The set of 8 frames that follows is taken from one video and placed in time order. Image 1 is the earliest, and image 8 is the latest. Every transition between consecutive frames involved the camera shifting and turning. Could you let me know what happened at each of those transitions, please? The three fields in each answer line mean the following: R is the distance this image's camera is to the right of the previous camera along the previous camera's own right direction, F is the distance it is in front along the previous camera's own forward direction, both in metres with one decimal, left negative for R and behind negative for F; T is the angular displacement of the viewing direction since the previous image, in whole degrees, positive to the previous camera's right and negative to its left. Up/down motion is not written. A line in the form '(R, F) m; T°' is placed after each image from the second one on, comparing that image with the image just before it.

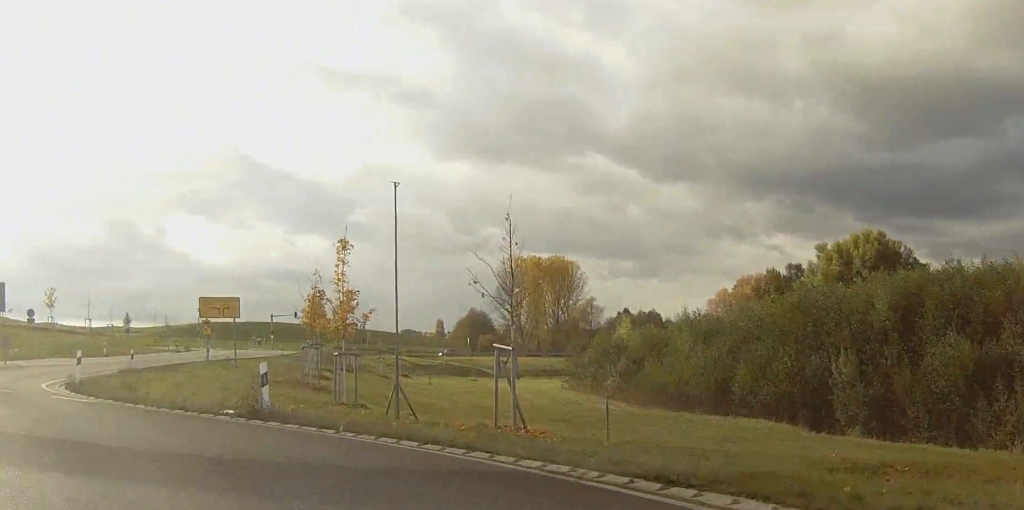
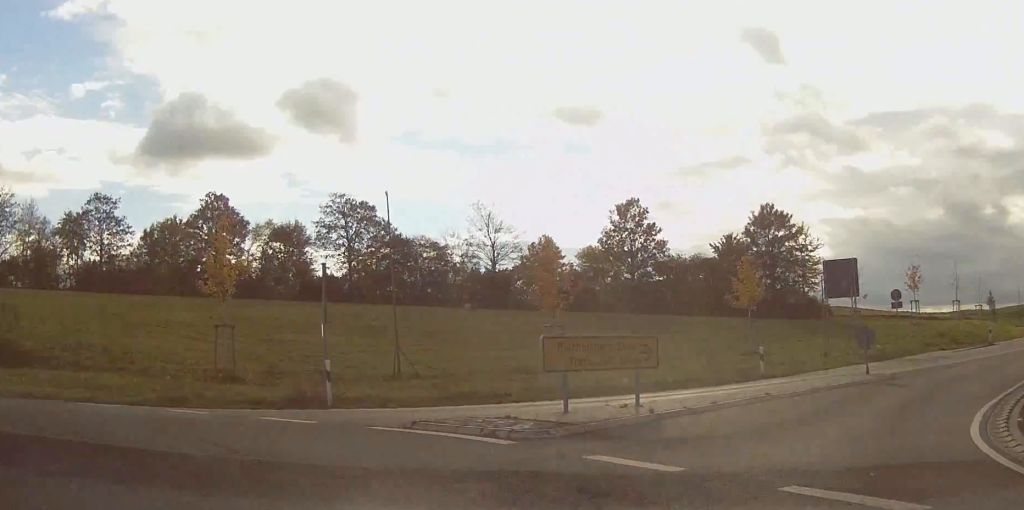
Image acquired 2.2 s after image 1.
(-5.7, +12.0) m; -56°
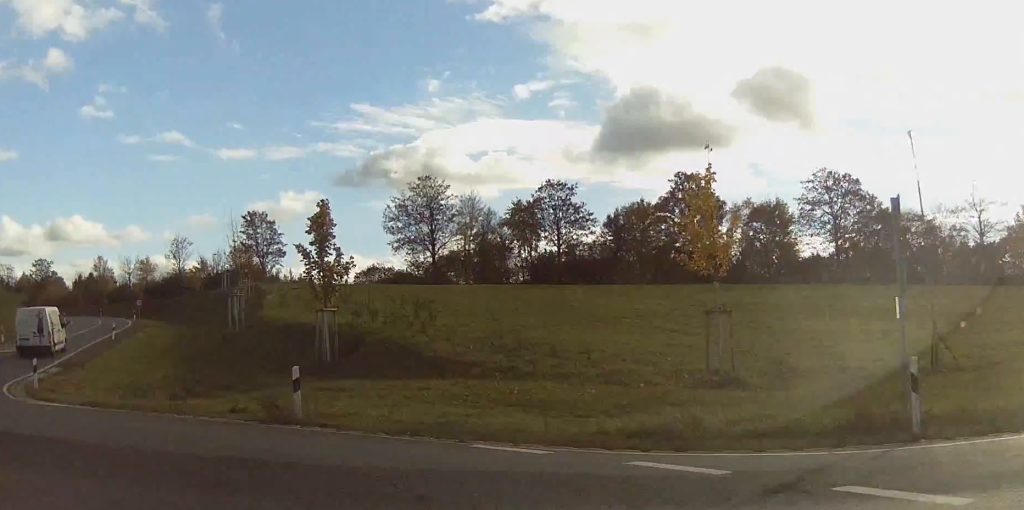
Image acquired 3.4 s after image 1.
(-2.1, +7.4) m; -33°
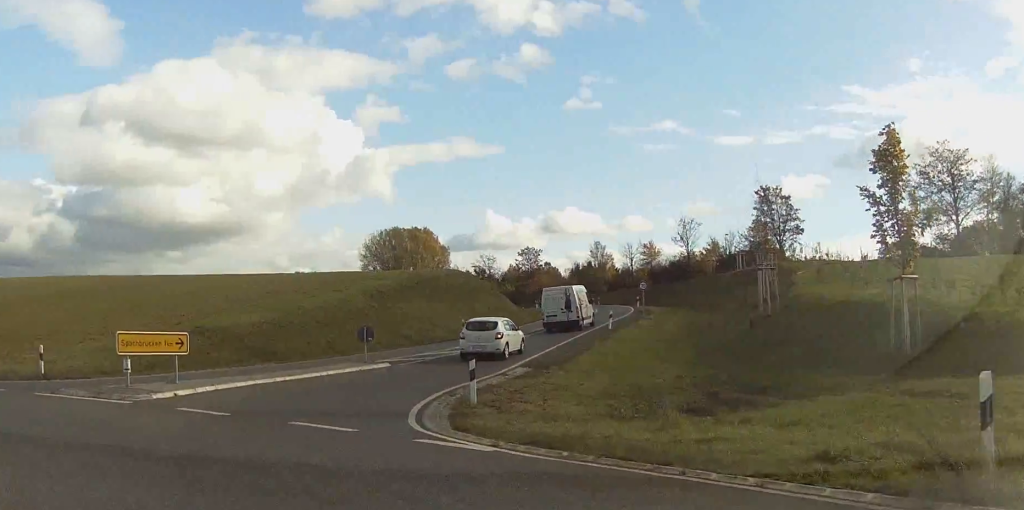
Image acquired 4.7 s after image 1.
(-3.0, +8.6) m; -29°
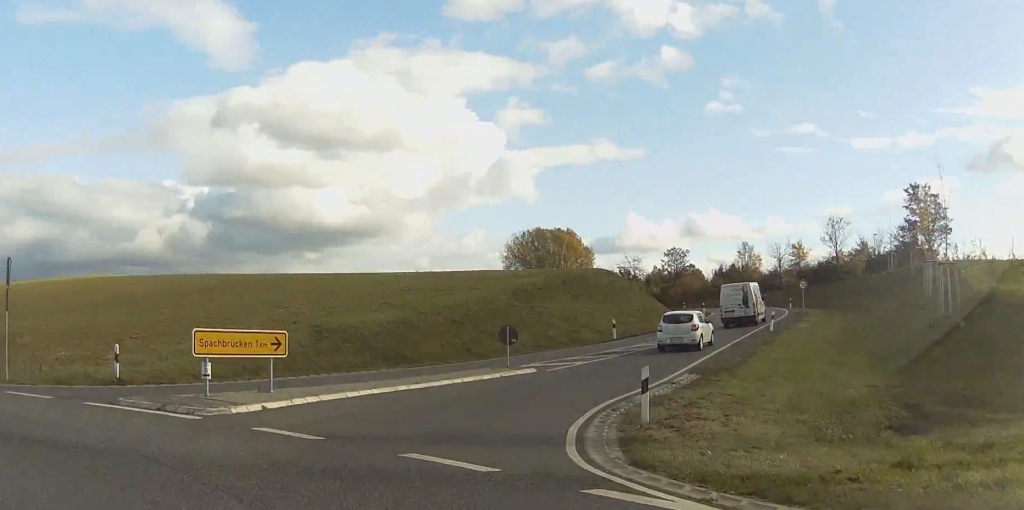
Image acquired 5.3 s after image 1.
(-0.1, +4.1) m; -8°
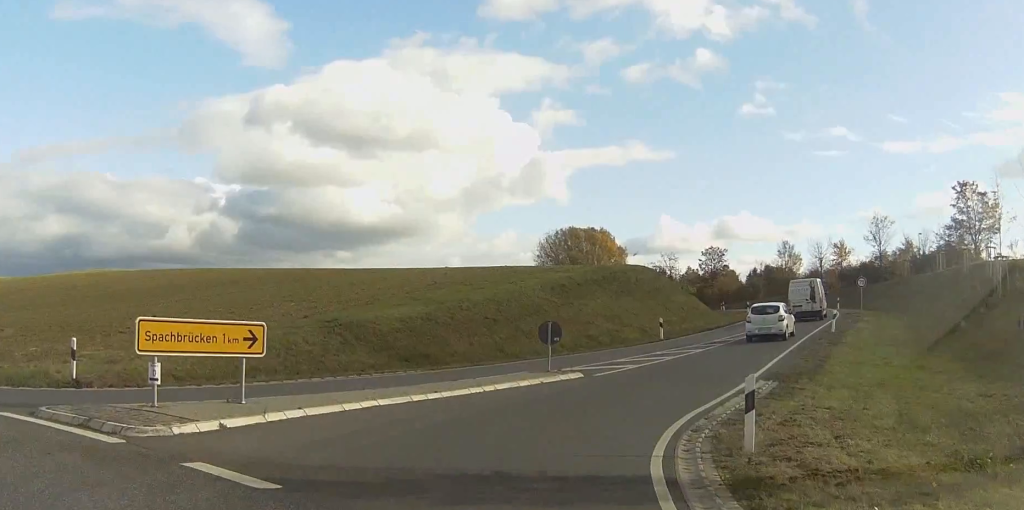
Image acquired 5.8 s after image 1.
(-0.5, +4.5) m; -1°
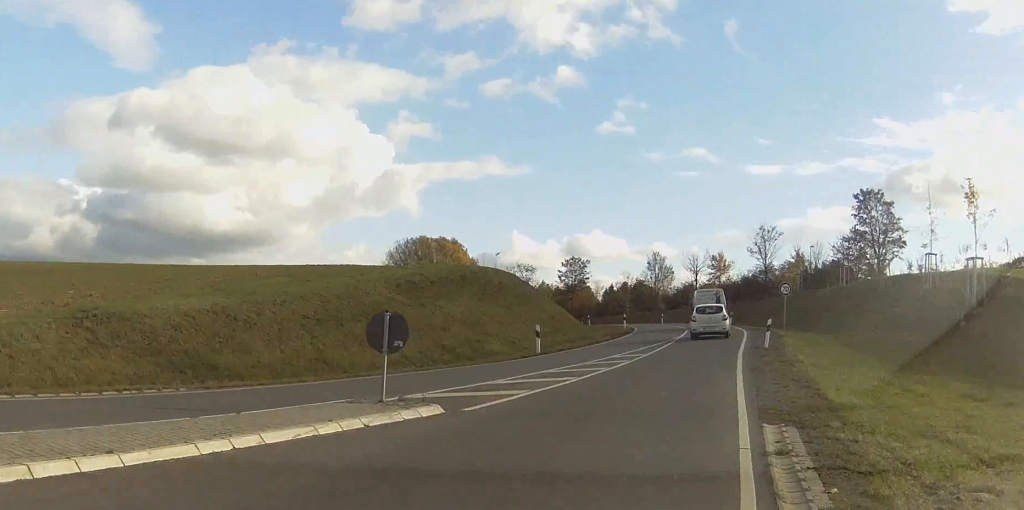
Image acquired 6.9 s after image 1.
(-0.1, +9.8) m; +5°
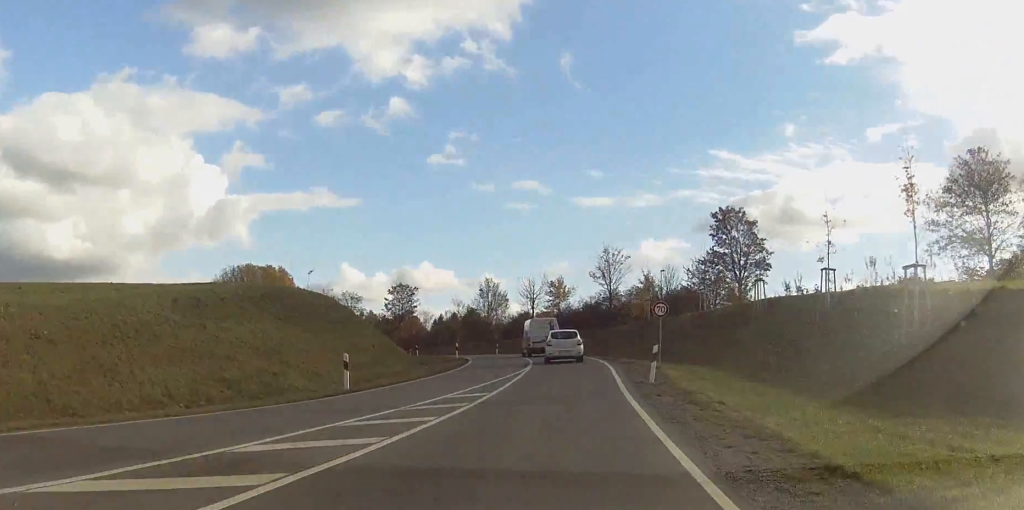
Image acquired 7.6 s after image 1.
(+0.5, +7.8) m; +7°
